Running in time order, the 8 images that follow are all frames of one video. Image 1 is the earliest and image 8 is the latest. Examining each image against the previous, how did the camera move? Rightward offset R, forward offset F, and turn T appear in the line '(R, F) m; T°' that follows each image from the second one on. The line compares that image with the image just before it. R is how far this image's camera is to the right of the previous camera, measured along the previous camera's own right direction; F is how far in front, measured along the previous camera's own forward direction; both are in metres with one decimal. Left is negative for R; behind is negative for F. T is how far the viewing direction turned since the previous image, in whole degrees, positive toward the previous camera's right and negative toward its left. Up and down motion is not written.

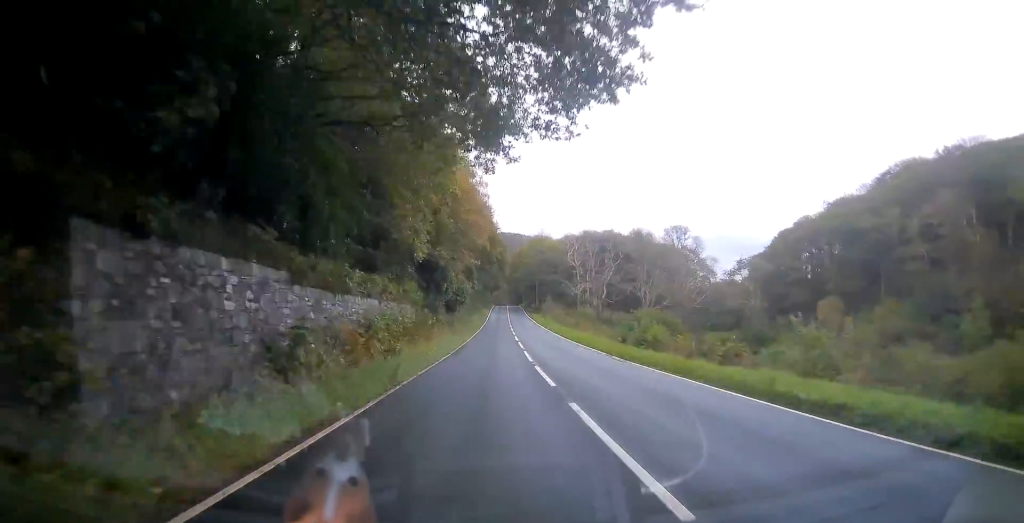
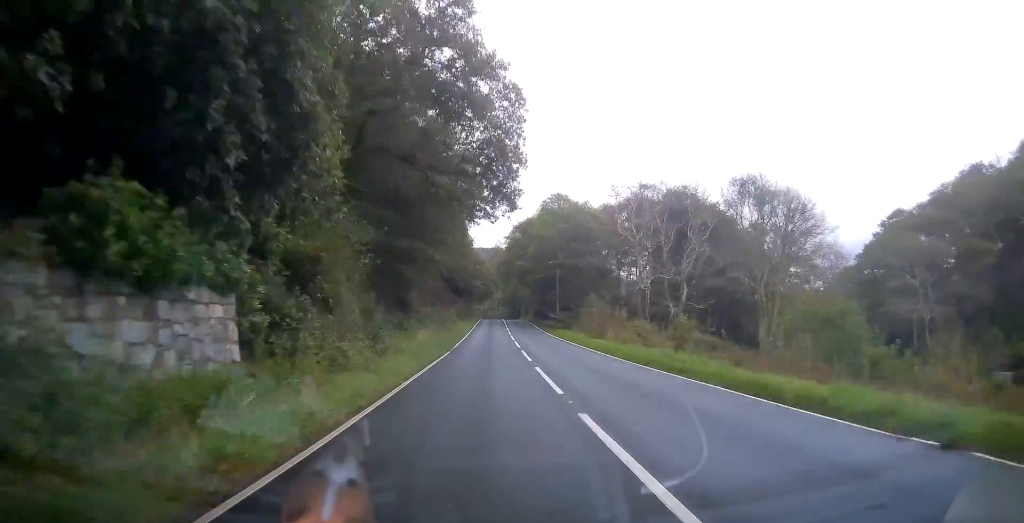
(+1.1, +56.0) m; +2°
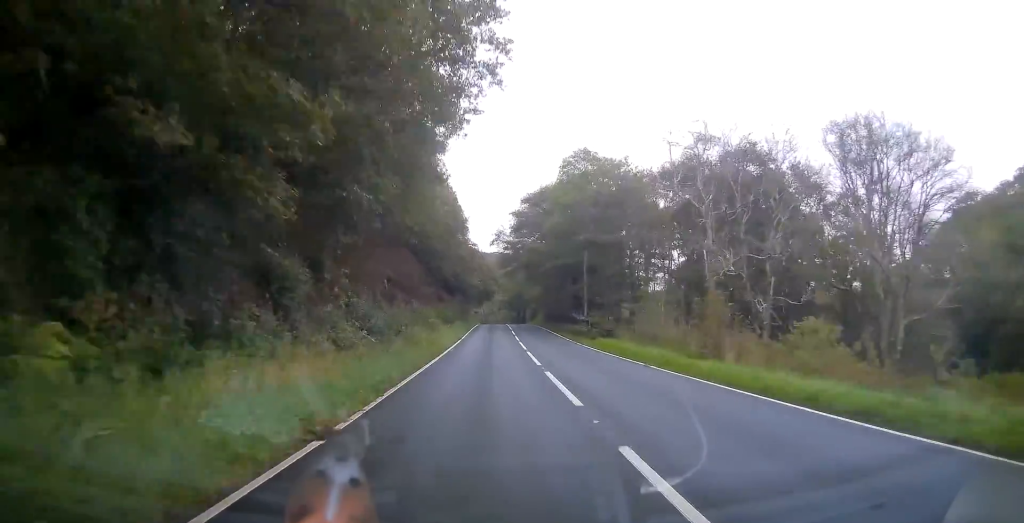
(+0.3, +21.0) m; -1°
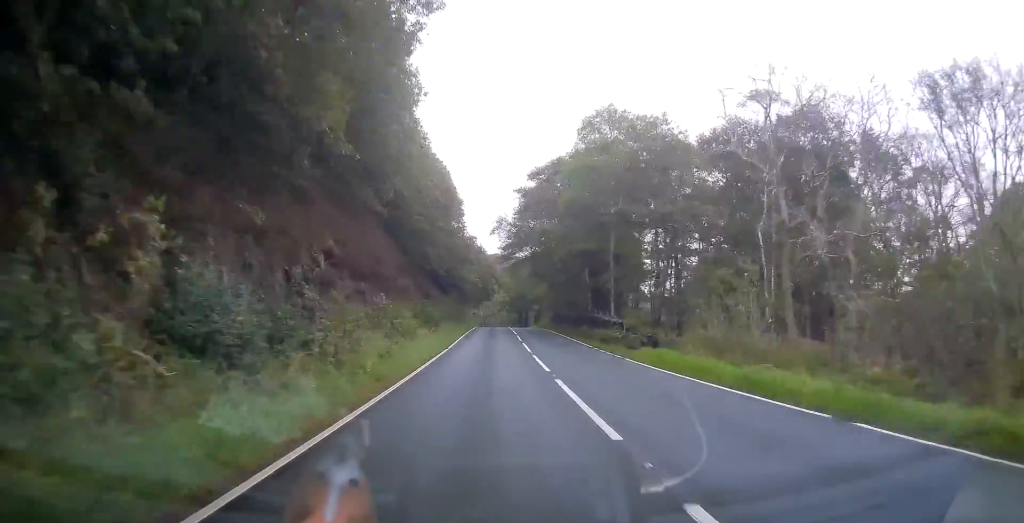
(-0.2, +11.5) m; 0°
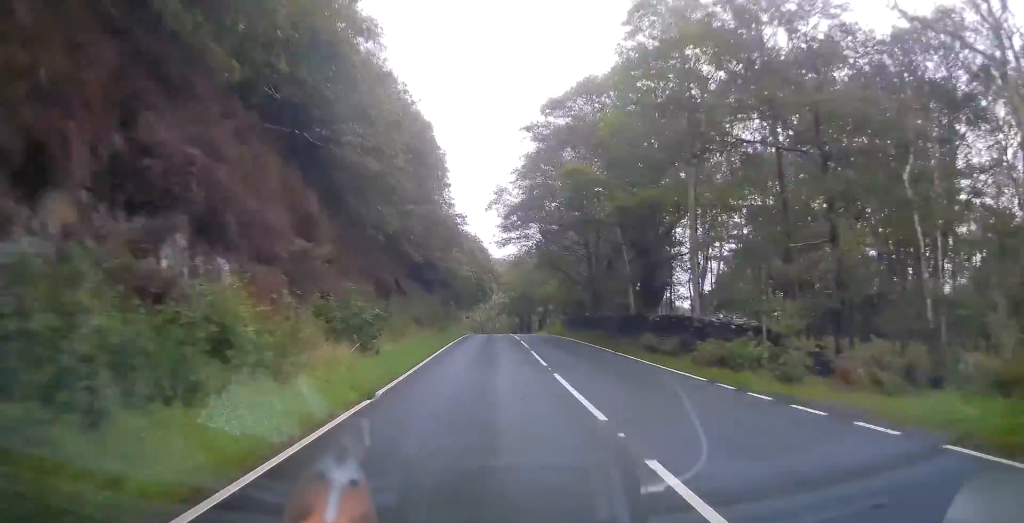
(-0.3, +16.9) m; 0°
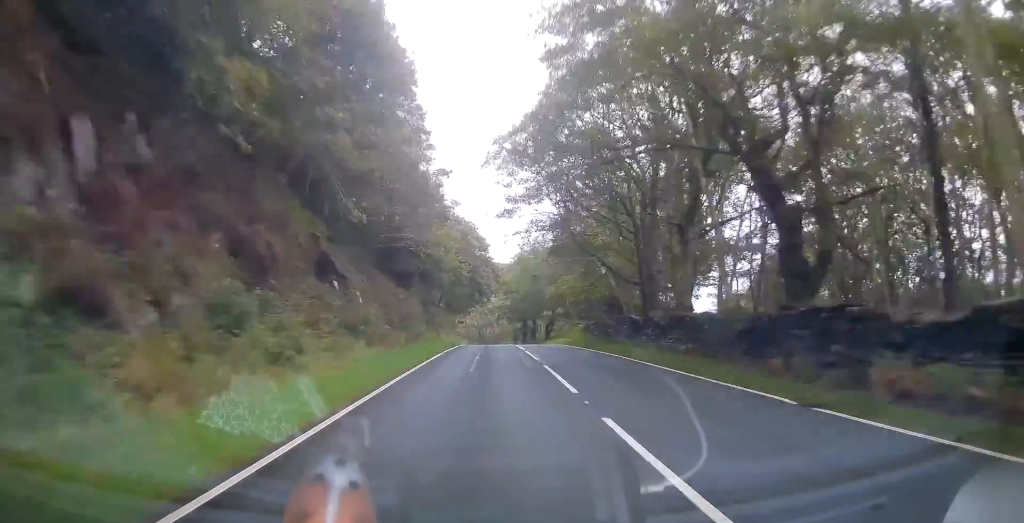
(+0.2, +15.0) m; 0°
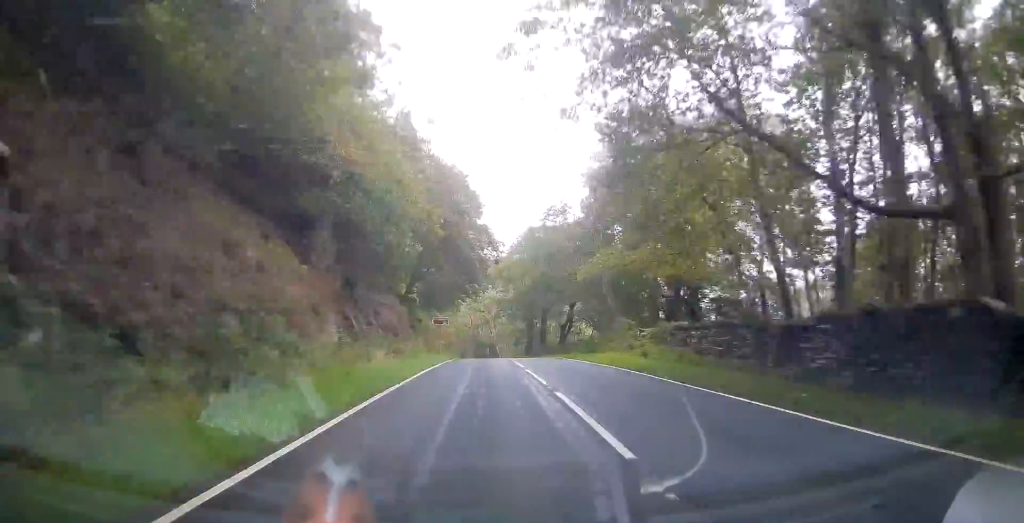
(0.0, +22.4) m; +2°
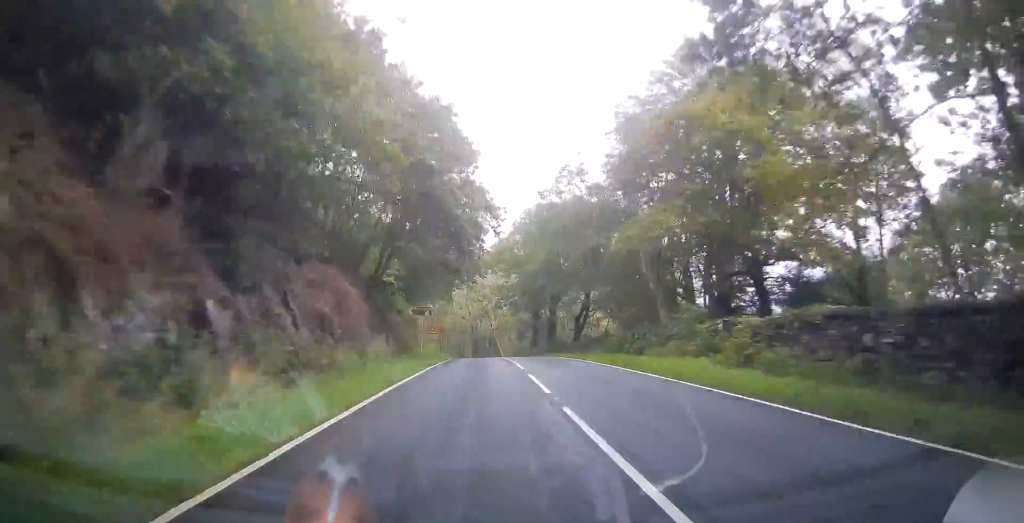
(+0.2, +10.5) m; 0°
